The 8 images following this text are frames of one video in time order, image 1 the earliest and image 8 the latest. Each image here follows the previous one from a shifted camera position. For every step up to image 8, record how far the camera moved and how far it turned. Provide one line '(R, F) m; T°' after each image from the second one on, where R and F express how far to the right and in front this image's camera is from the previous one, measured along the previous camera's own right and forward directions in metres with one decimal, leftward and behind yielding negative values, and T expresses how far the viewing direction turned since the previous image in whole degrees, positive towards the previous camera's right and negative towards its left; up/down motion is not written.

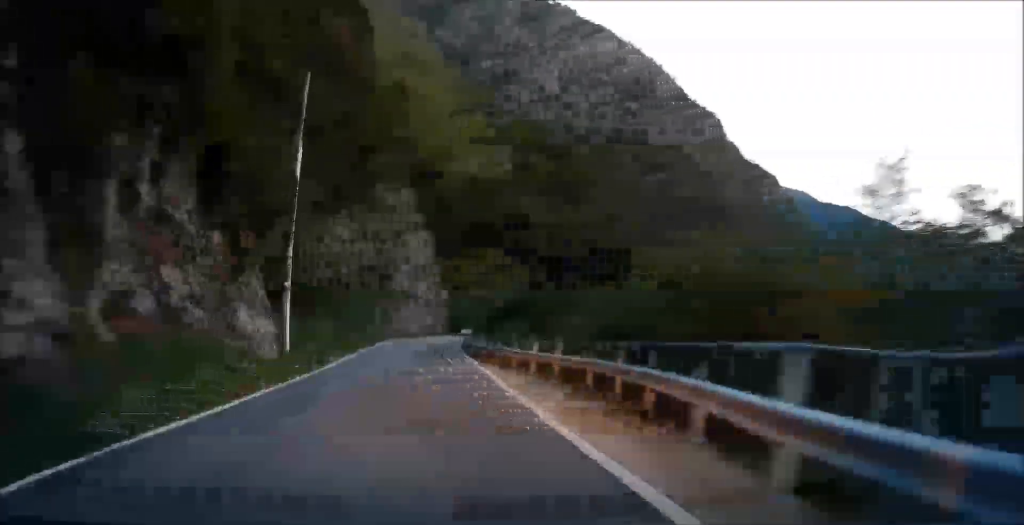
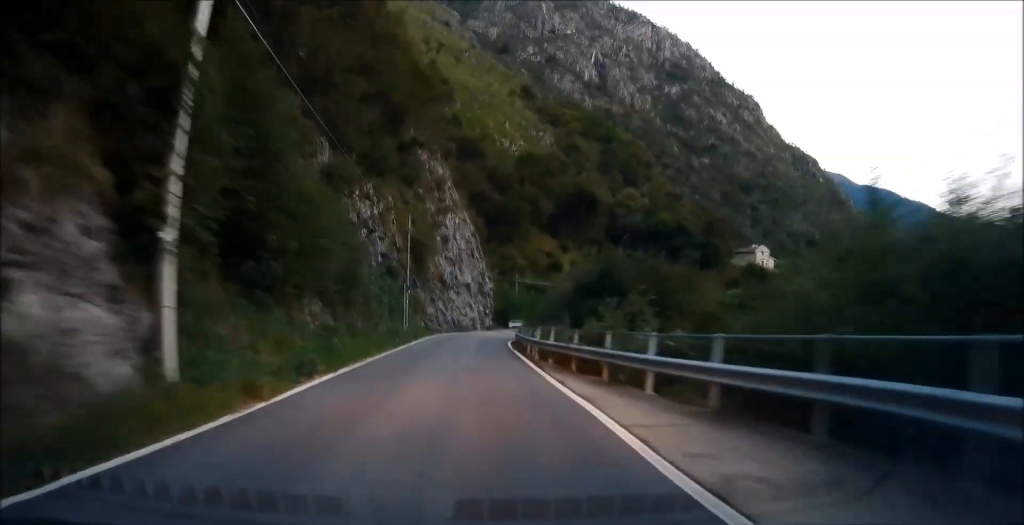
(-0.3, +9.0) m; -2°
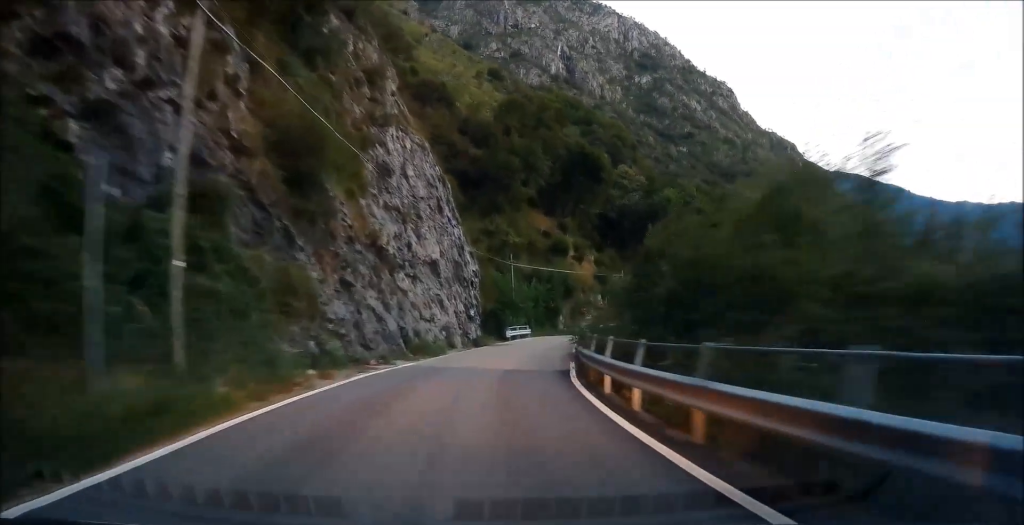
(-0.8, +30.5) m; 0°
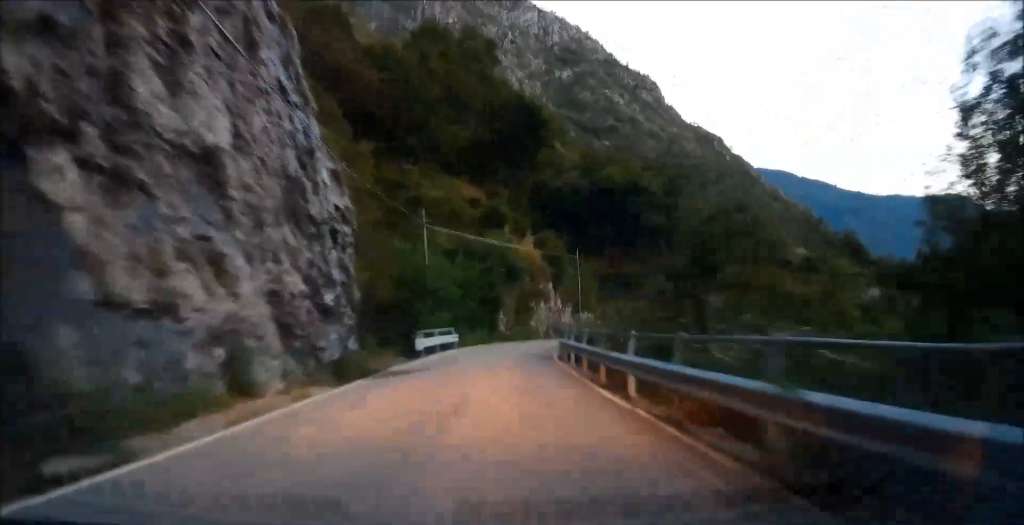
(+1.6, +23.0) m; +9°
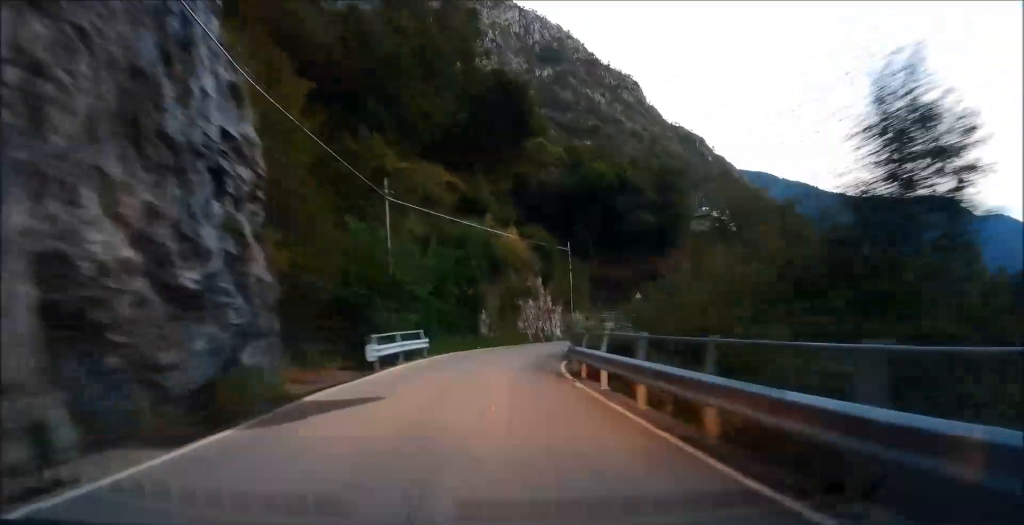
(0.0, +7.9) m; +4°
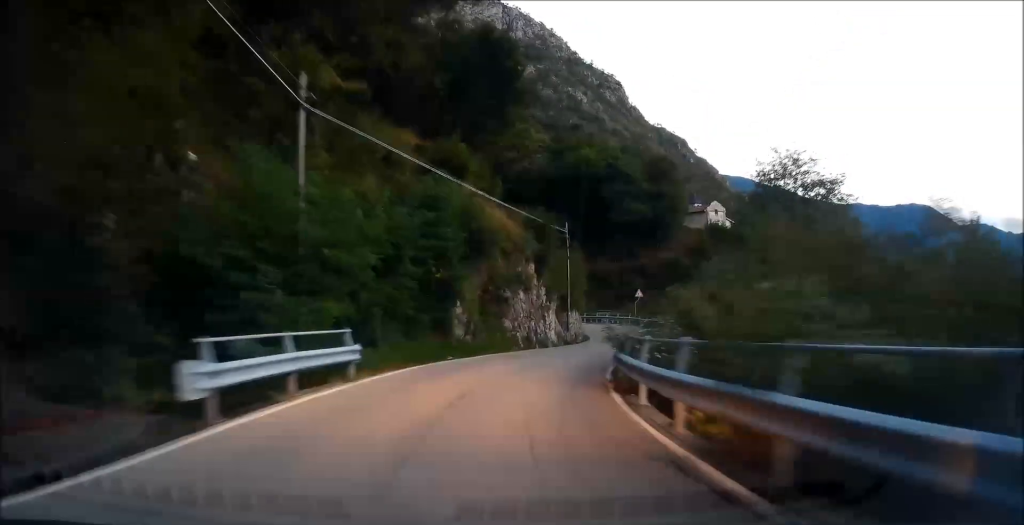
(+0.9, +12.0) m; +4°
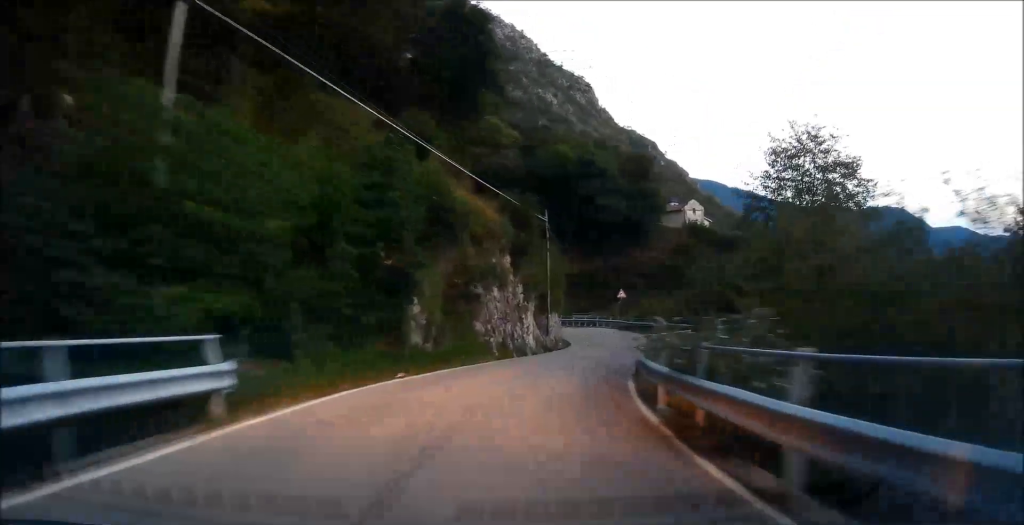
(+0.1, +6.6) m; +2°
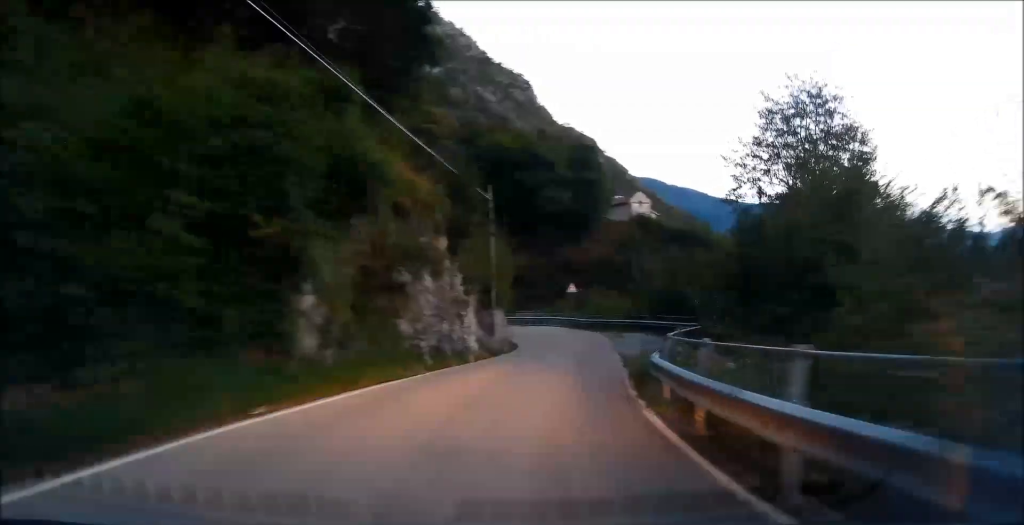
(-0.1, +6.9) m; +2°
